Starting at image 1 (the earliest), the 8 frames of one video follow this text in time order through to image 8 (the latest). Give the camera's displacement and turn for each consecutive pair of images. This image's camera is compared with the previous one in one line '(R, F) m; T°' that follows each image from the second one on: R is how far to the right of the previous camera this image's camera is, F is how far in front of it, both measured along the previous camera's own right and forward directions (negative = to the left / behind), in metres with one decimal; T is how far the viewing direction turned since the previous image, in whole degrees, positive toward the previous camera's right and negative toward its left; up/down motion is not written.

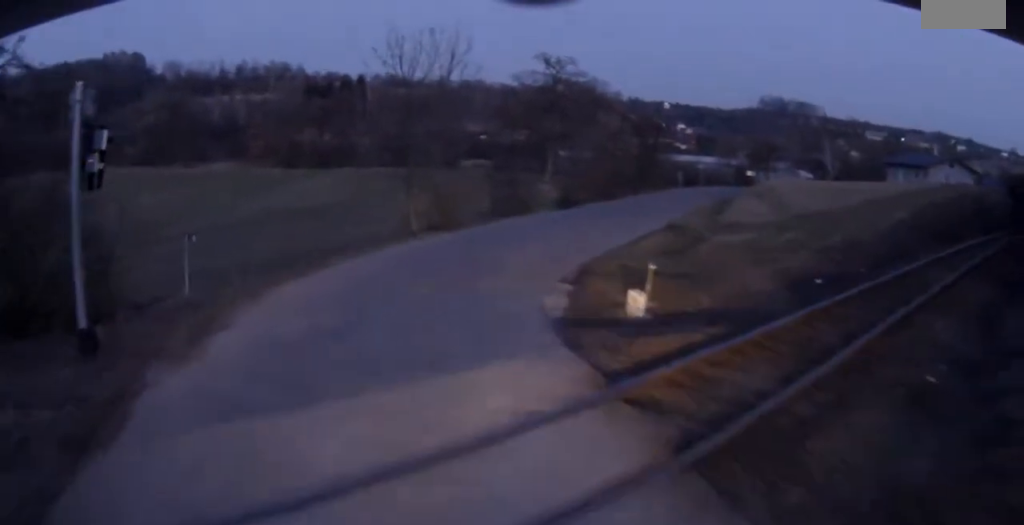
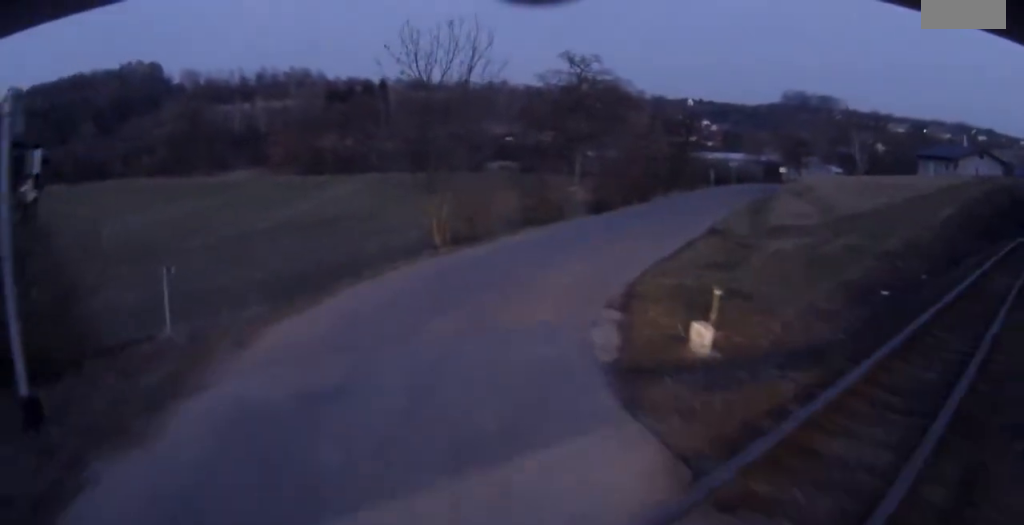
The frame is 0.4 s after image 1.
(+0.1, +2.4) m; +2°
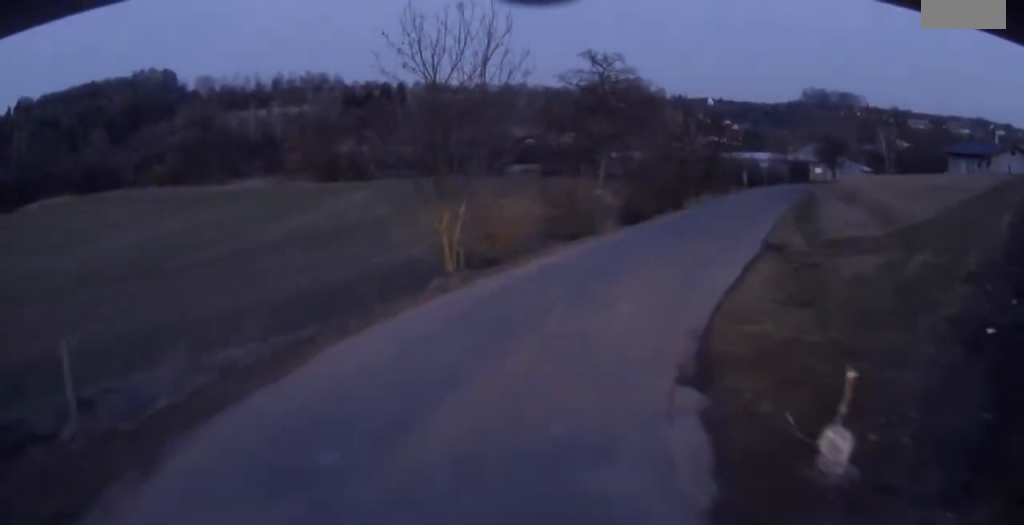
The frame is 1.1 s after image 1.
(+0.1, +4.3) m; +4°
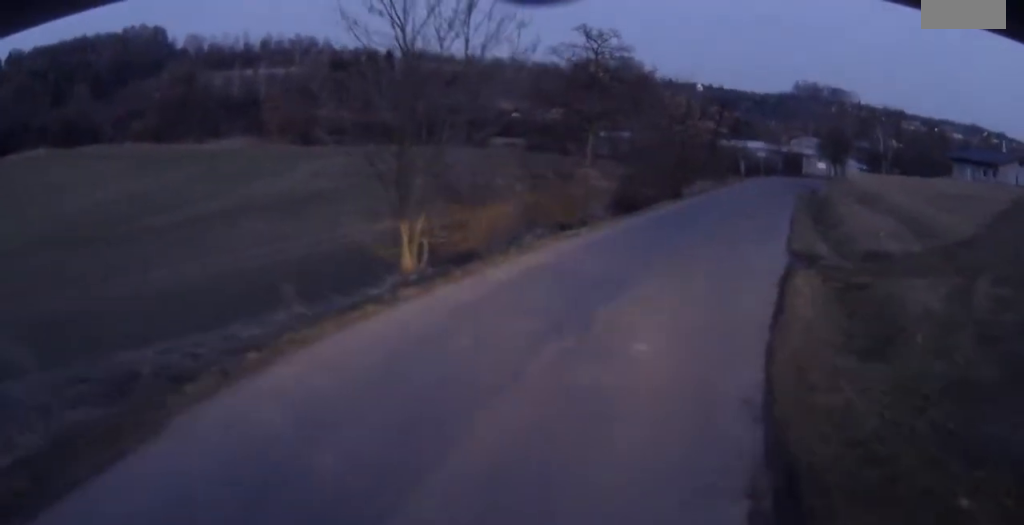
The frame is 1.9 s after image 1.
(+0.3, +4.7) m; +5°
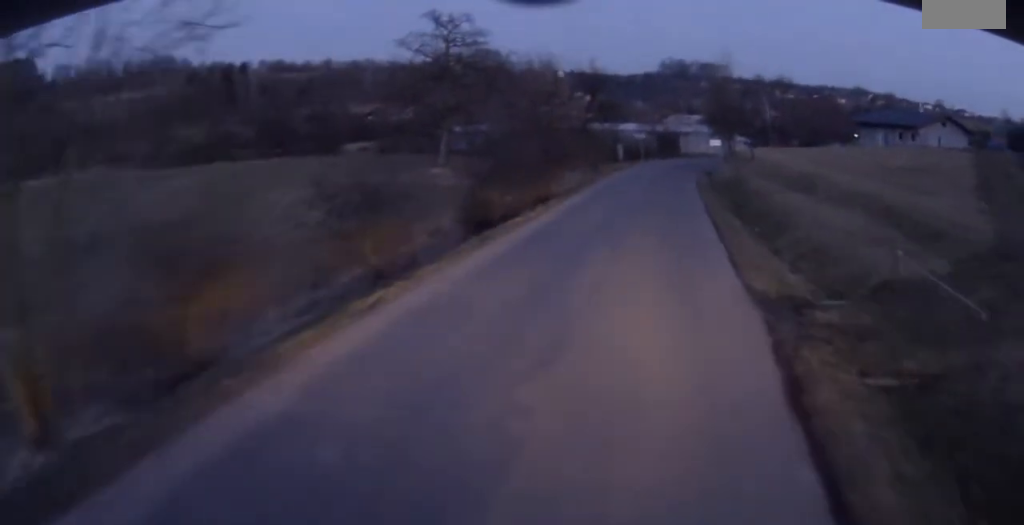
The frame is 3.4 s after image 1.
(+0.9, +9.8) m; +9°
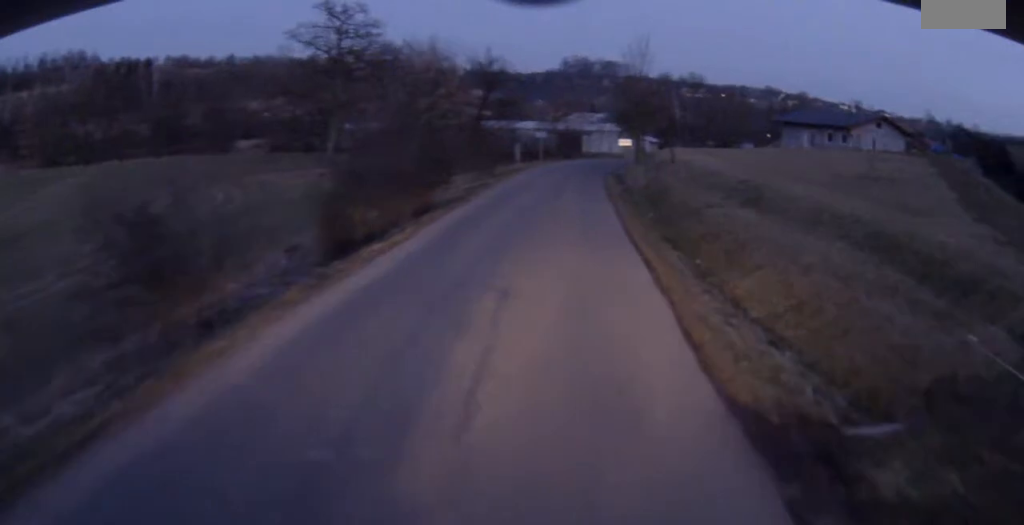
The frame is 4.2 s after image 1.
(+0.2, +6.0) m; +2°
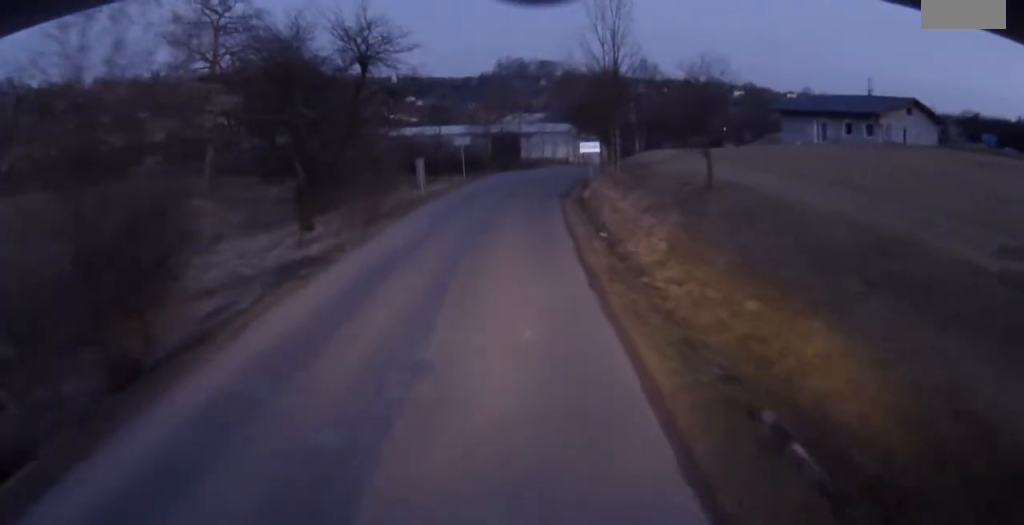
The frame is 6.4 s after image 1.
(-0.5, +19.8) m; -2°
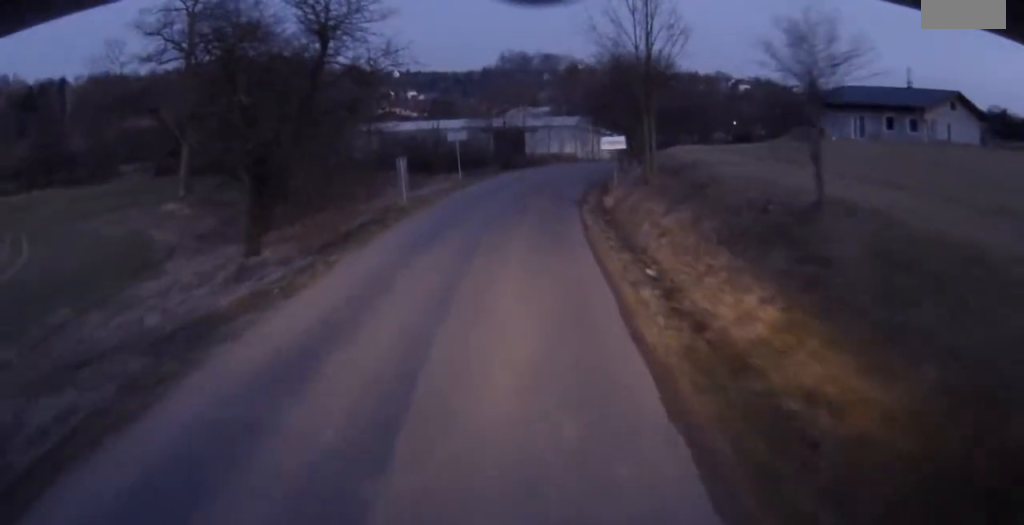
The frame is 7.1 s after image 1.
(0.0, +6.8) m; 0°
